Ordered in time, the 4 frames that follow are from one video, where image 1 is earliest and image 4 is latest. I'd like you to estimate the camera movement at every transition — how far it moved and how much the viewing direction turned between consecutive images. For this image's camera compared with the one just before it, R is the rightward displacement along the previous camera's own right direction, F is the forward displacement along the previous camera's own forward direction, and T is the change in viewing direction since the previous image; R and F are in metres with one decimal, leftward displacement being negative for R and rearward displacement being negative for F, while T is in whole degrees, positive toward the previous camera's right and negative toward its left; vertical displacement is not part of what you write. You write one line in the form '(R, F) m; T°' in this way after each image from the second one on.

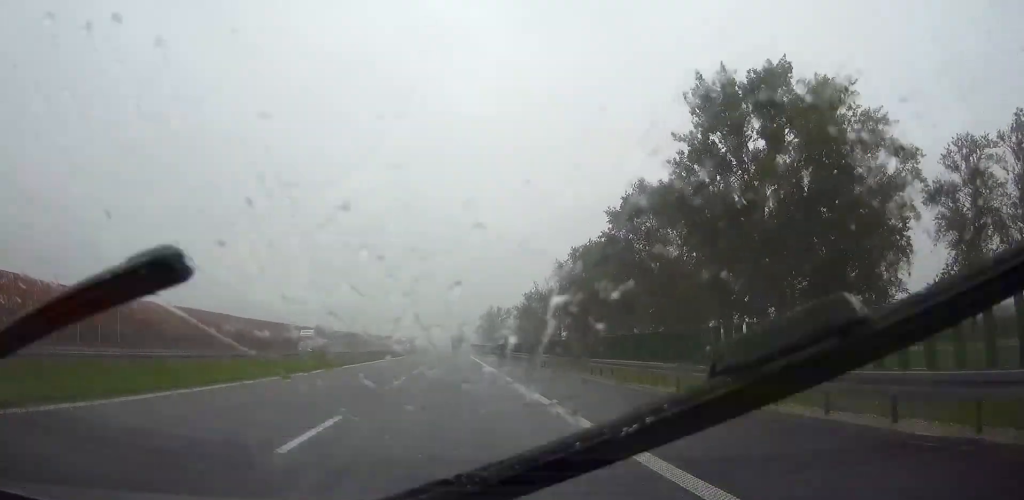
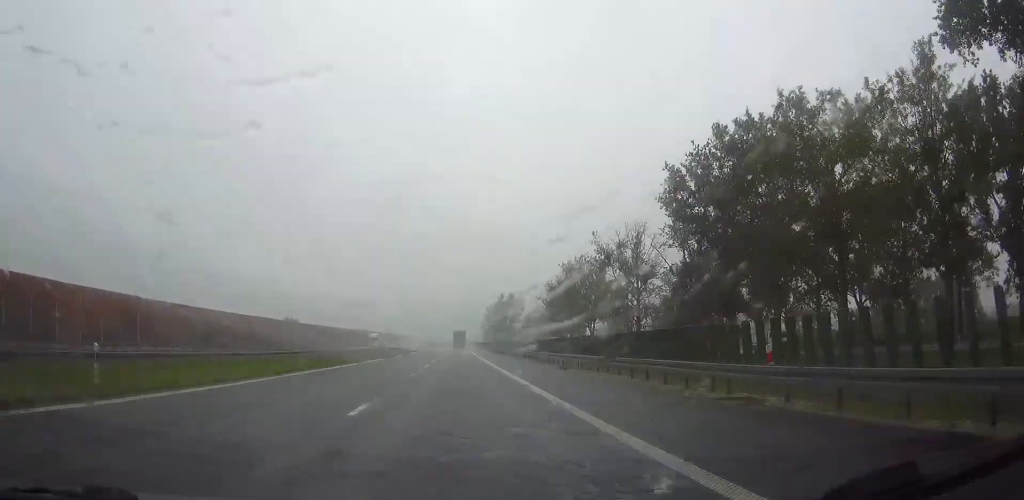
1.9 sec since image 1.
(-0.1, +68.7) m; 0°
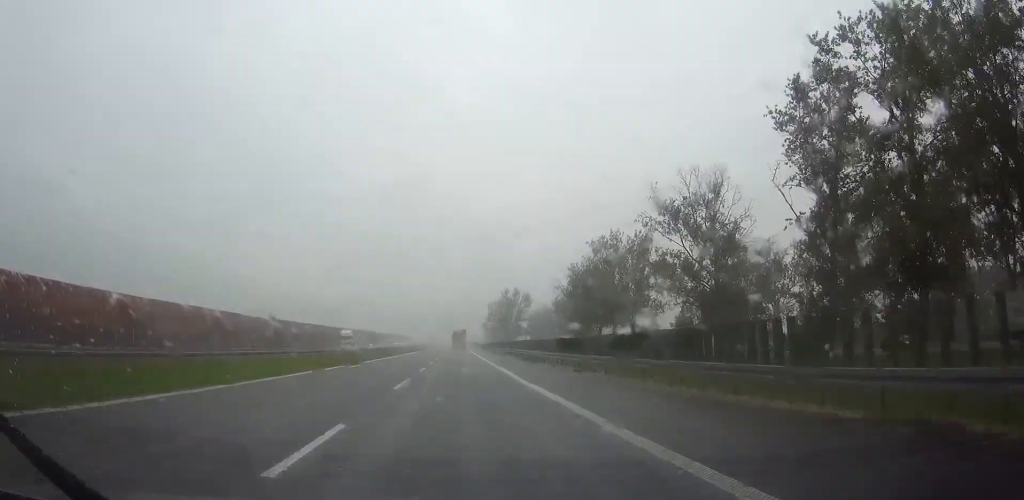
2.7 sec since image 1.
(+0.1, +30.1) m; 0°
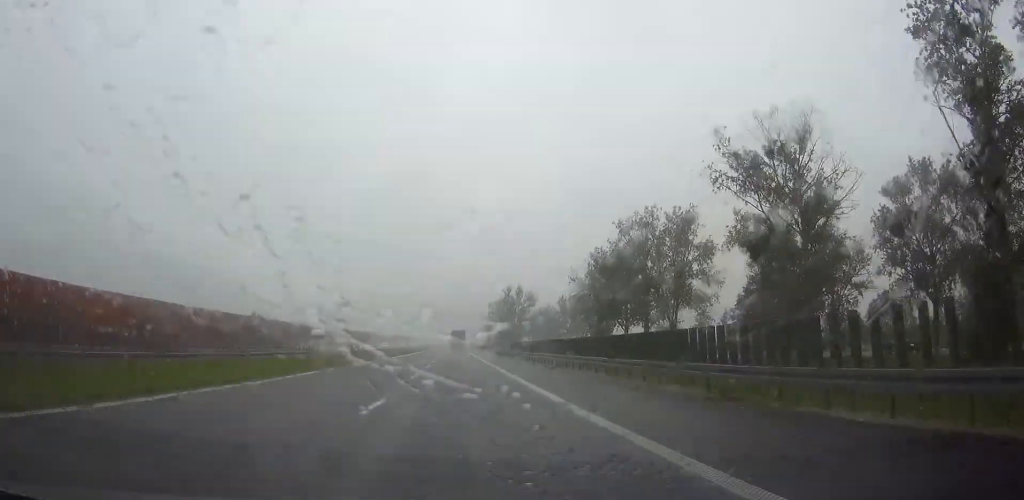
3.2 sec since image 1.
(0.0, +18.6) m; 0°
